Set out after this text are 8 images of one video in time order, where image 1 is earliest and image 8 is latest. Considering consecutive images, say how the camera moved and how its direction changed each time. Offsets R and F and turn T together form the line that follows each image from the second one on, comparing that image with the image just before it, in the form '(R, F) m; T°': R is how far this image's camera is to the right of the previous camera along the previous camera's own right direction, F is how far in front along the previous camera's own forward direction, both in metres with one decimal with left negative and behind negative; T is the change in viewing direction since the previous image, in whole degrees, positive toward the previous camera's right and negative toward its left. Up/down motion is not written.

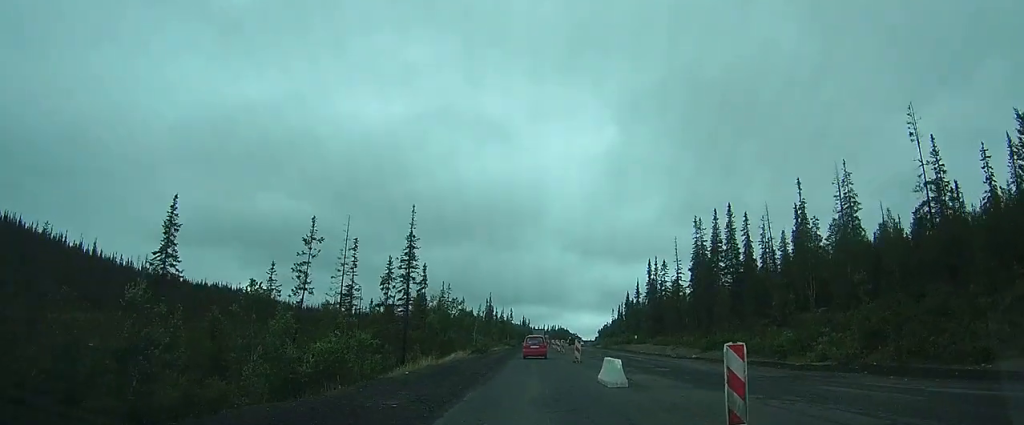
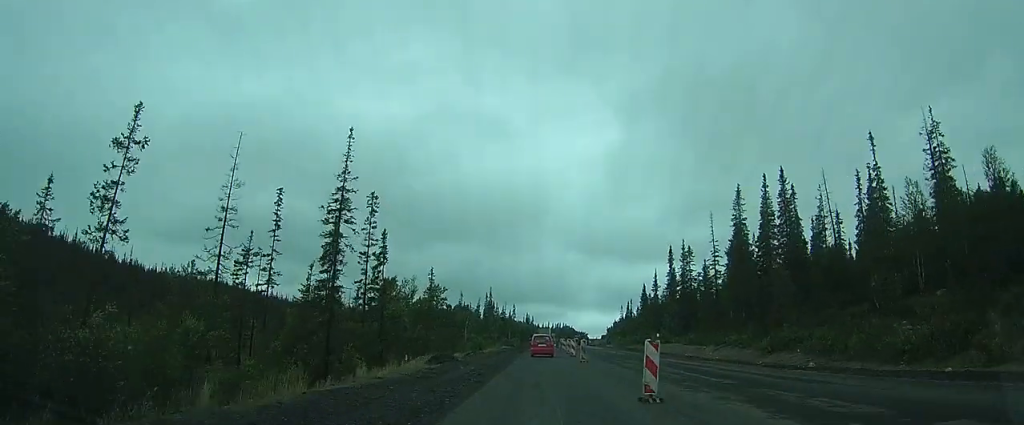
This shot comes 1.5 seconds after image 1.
(0.0, +19.6) m; 0°
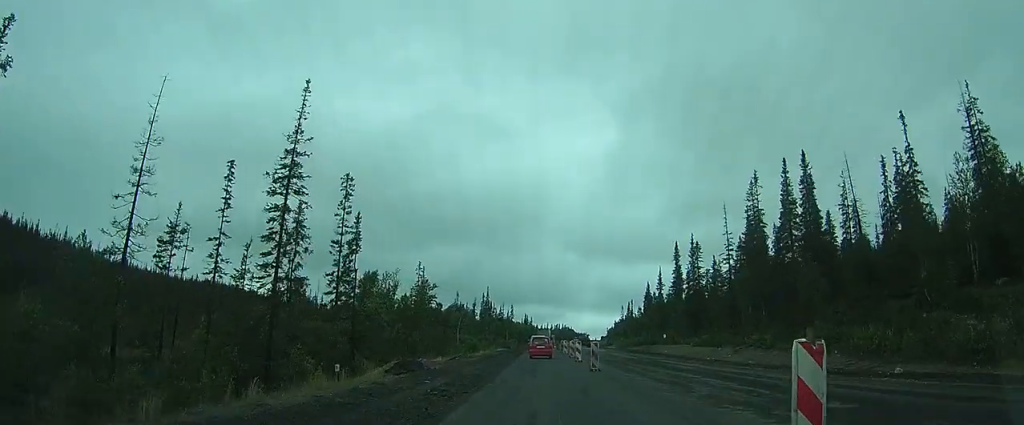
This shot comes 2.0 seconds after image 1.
(0.0, +7.0) m; +1°
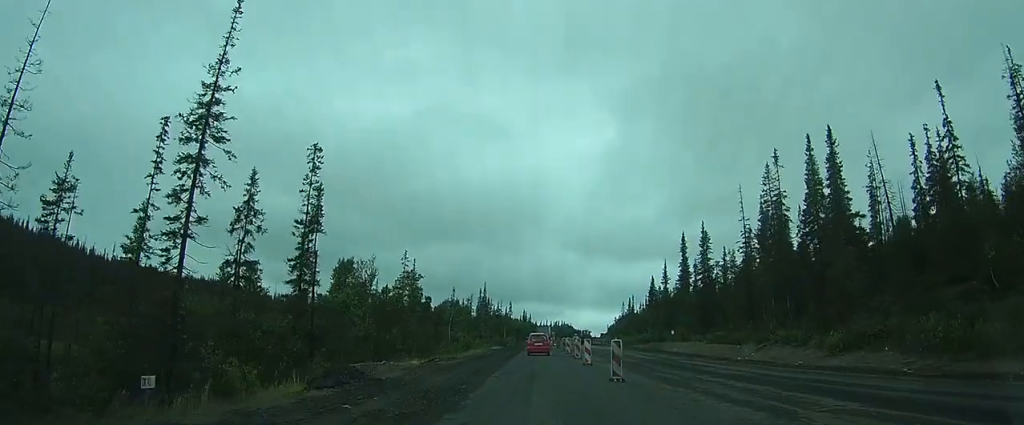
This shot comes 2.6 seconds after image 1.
(0.0, +7.1) m; +1°
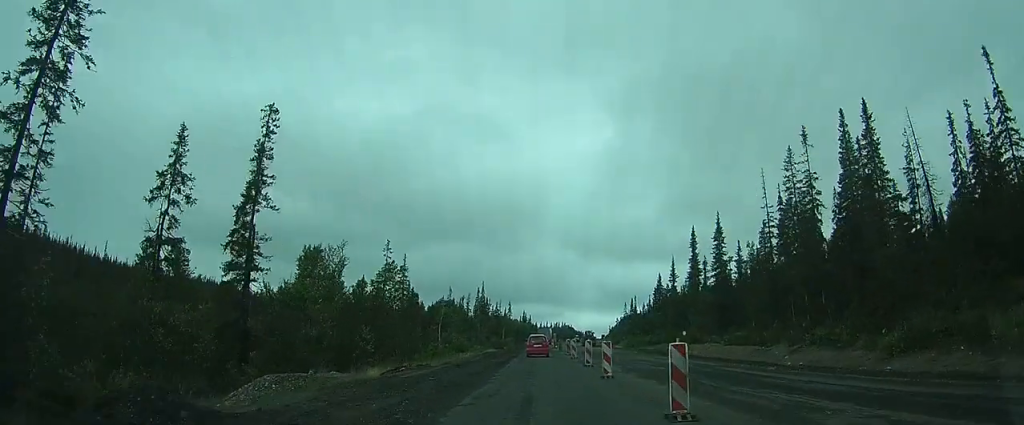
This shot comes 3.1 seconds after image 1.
(+0.1, +7.6) m; +1°
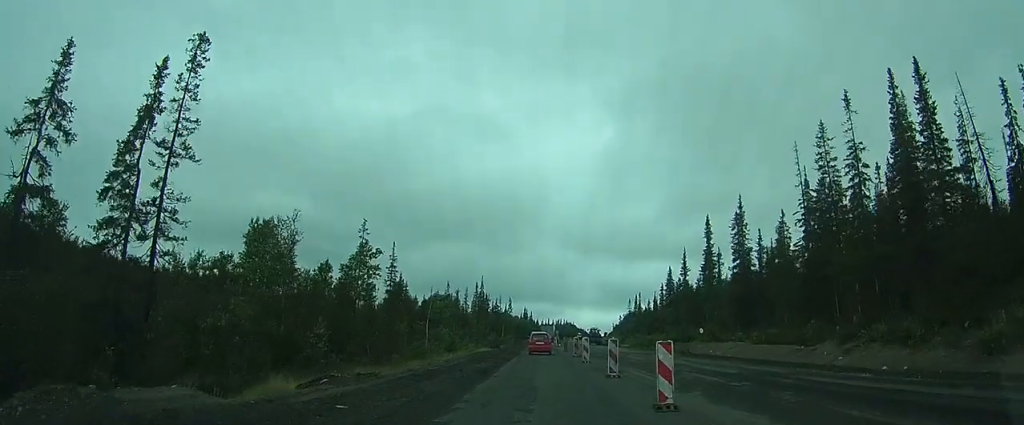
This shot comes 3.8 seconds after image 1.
(+0.1, +8.5) m; +1°
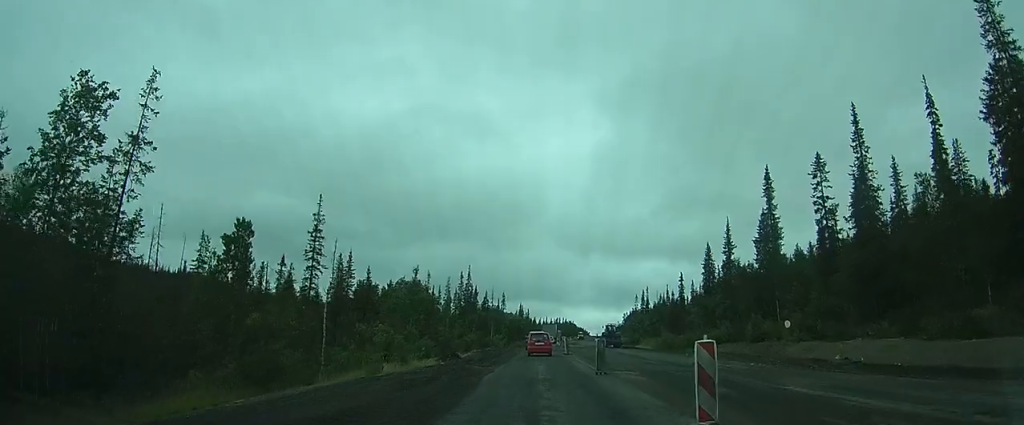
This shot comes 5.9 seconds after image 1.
(+0.3, +28.7) m; 0°
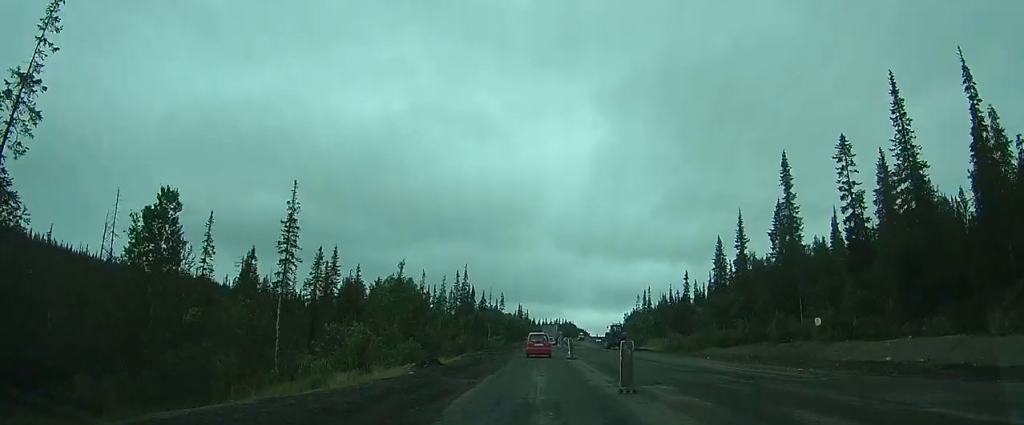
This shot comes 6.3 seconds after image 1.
(0.0, +6.0) m; 0°
